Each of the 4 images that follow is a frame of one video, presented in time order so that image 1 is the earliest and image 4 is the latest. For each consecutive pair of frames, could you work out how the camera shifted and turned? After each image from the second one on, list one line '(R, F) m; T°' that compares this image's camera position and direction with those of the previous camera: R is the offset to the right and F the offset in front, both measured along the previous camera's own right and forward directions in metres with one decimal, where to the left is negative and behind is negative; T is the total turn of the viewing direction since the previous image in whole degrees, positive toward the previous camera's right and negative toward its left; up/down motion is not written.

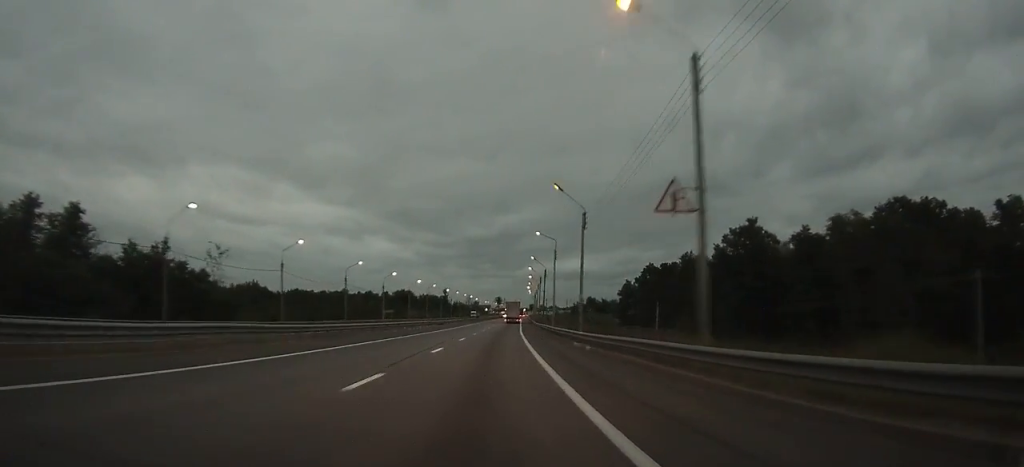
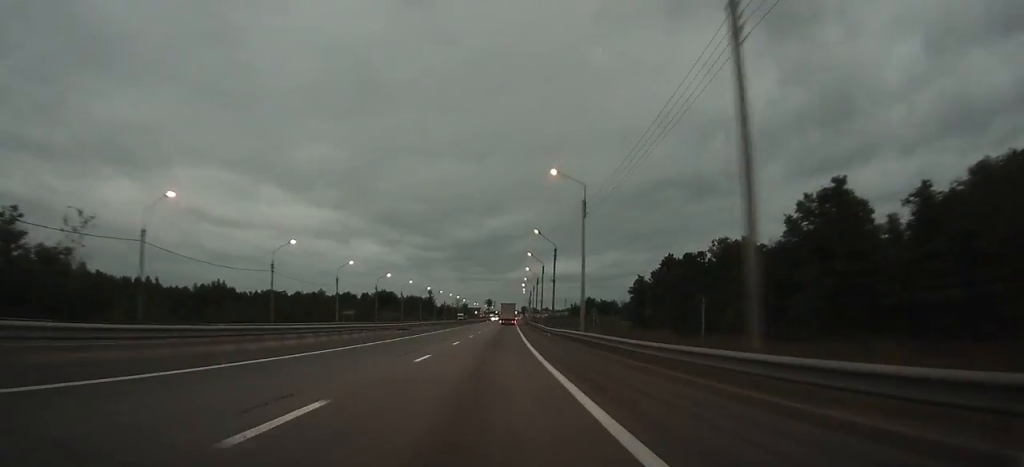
(+0.1, +28.5) m; +1°
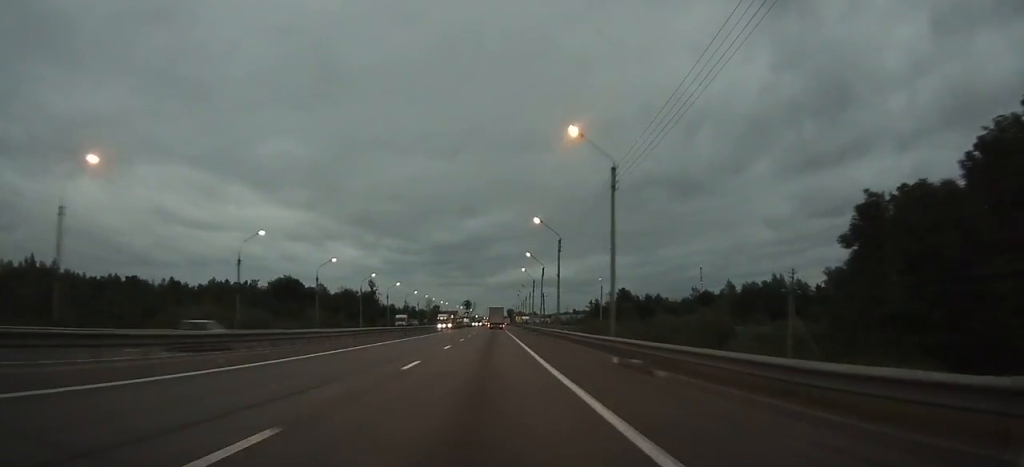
(+2.6, +110.9) m; +2°
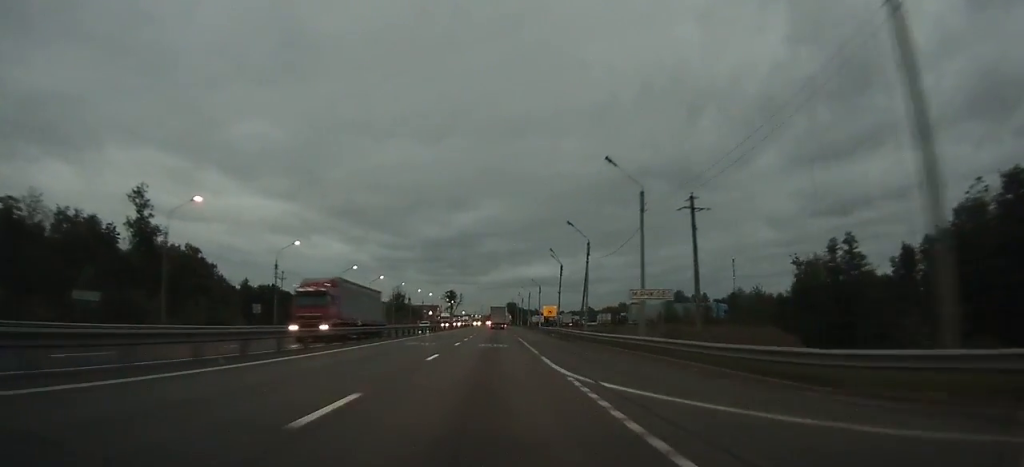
(+0.4, +139.7) m; +1°
